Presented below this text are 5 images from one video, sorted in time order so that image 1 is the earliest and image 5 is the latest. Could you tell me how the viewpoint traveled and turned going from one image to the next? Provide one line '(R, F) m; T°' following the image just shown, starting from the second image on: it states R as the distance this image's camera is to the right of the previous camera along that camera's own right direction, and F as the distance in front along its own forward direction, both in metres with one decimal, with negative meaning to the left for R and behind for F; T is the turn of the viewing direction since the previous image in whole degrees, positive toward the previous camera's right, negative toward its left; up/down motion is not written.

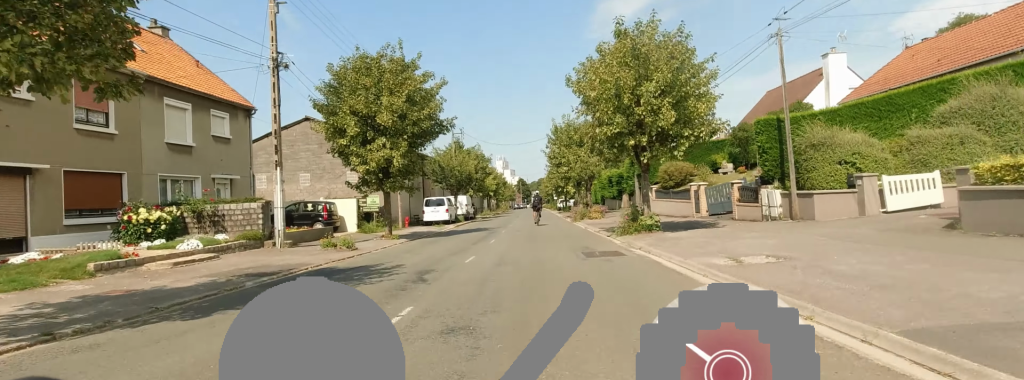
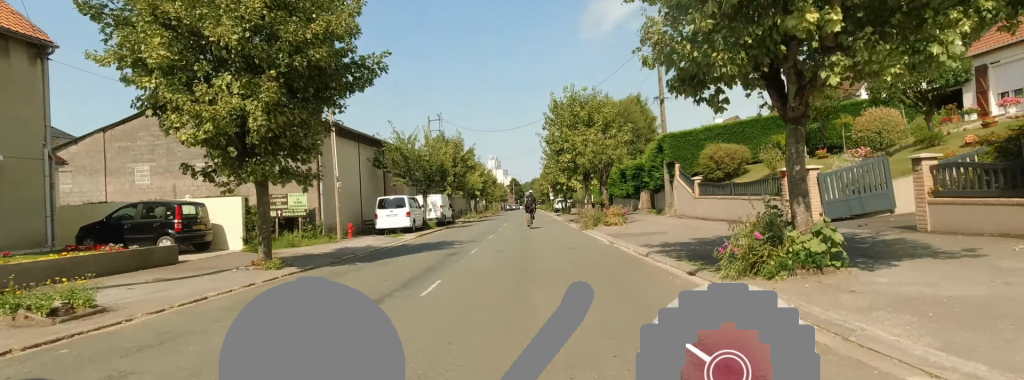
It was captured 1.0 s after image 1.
(0.0, +10.0) m; 0°
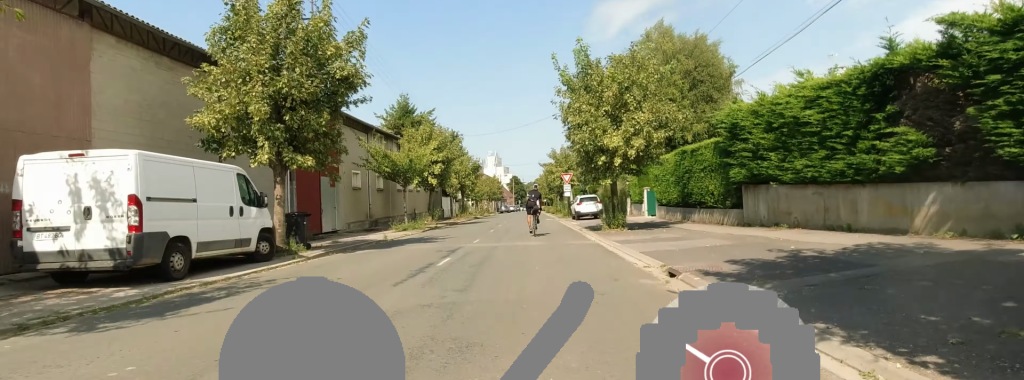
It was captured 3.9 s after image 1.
(+2.5, +28.4) m; +1°
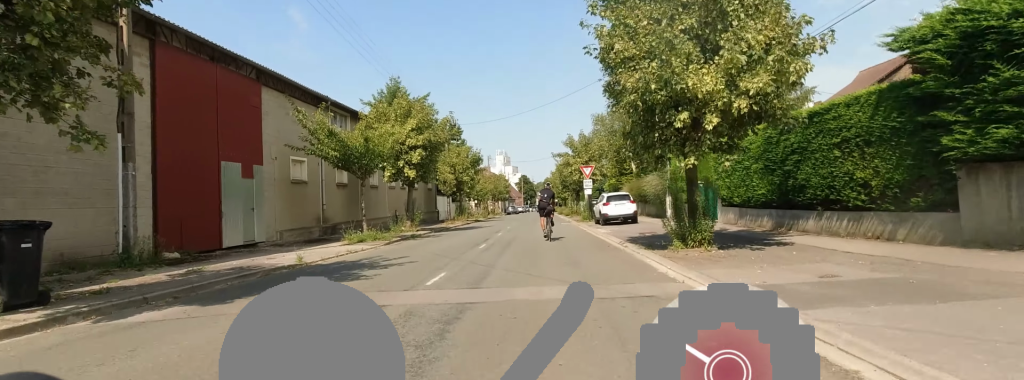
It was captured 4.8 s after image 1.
(-0.9, +8.4) m; -5°
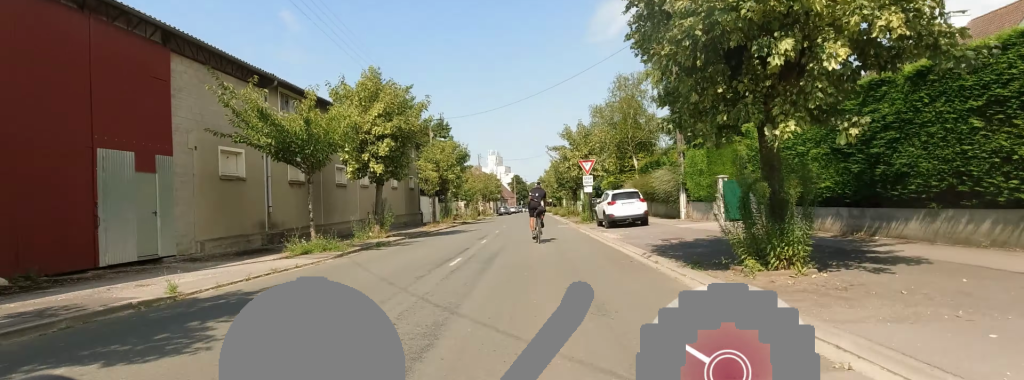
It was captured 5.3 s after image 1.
(-0.3, +4.1) m; -1°
